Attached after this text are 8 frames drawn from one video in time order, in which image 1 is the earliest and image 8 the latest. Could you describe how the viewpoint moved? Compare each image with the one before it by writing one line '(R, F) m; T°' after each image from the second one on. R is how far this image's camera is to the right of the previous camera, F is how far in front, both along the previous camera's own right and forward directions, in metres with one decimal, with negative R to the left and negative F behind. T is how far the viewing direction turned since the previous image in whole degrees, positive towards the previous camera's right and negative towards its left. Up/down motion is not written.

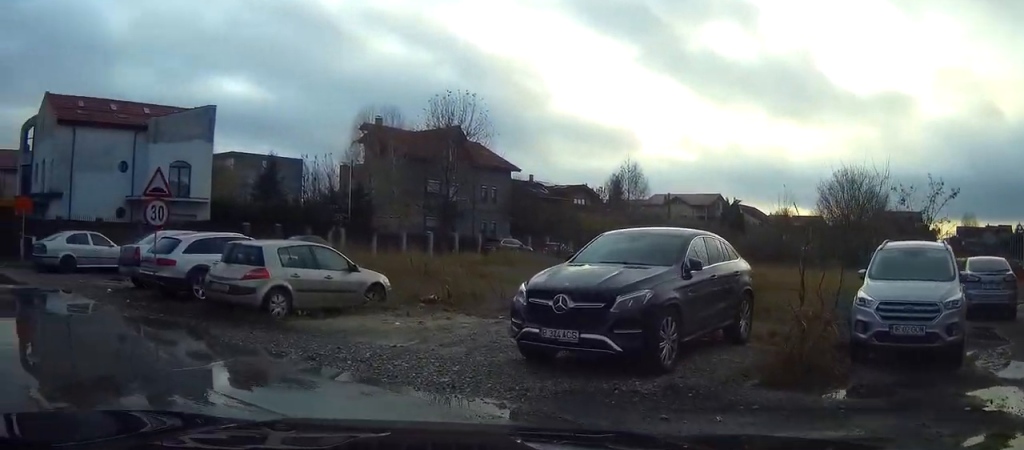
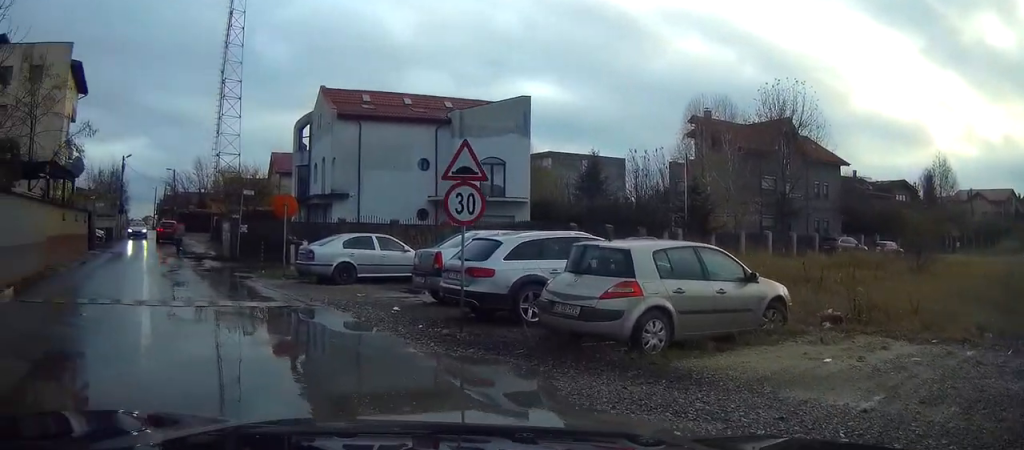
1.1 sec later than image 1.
(-1.2, +4.1) m; -33°
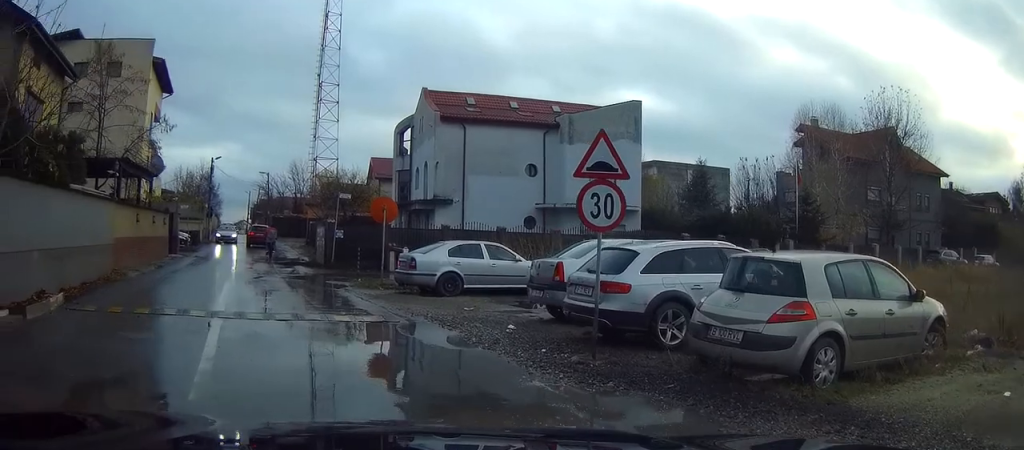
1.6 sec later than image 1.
(-0.2, +1.7) m; -9°
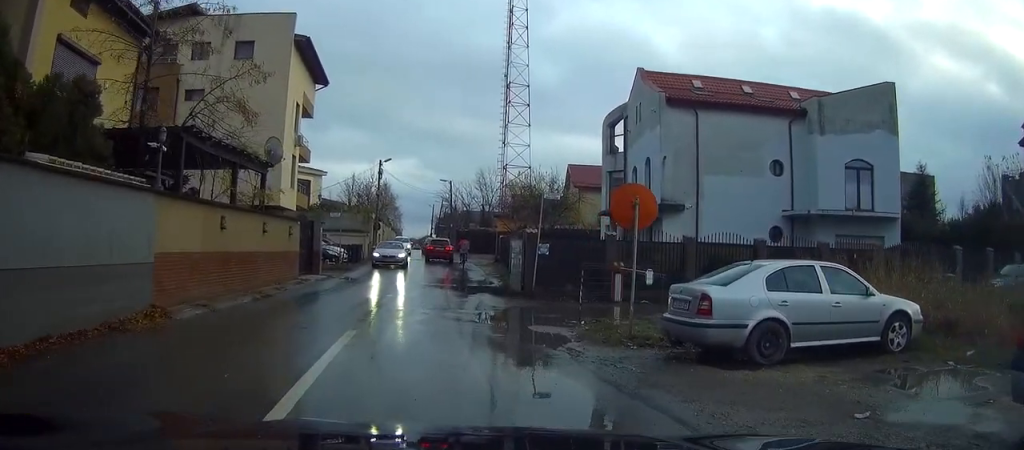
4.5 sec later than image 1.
(-1.8, +9.6) m; -16°
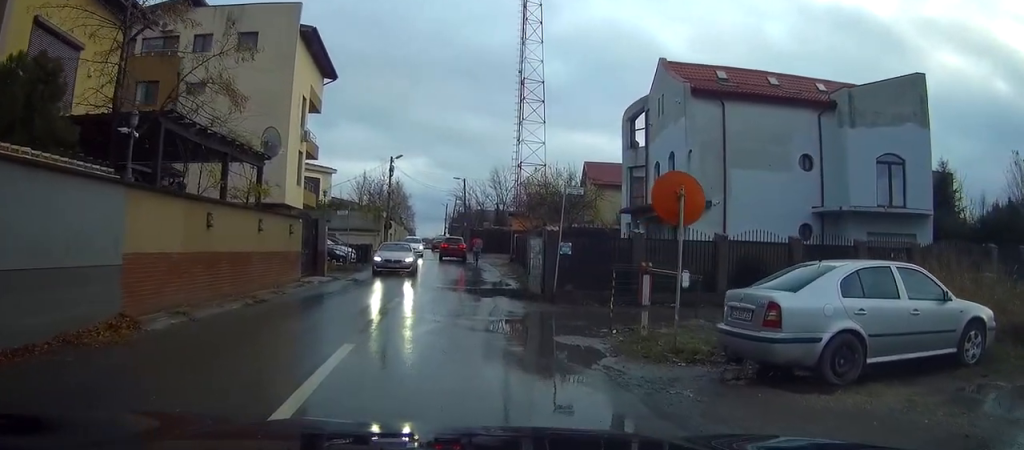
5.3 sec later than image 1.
(-0.1, +2.1) m; +2°
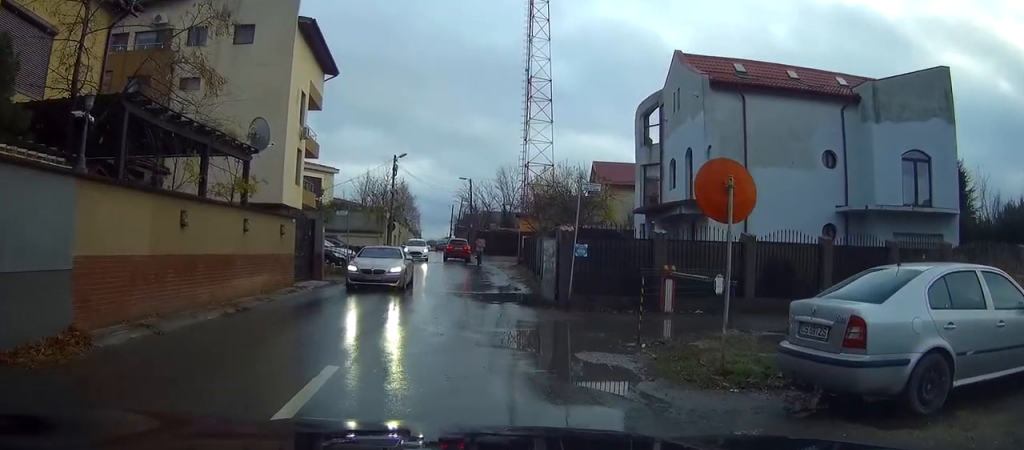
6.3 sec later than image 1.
(+0.2, +1.9) m; +6°
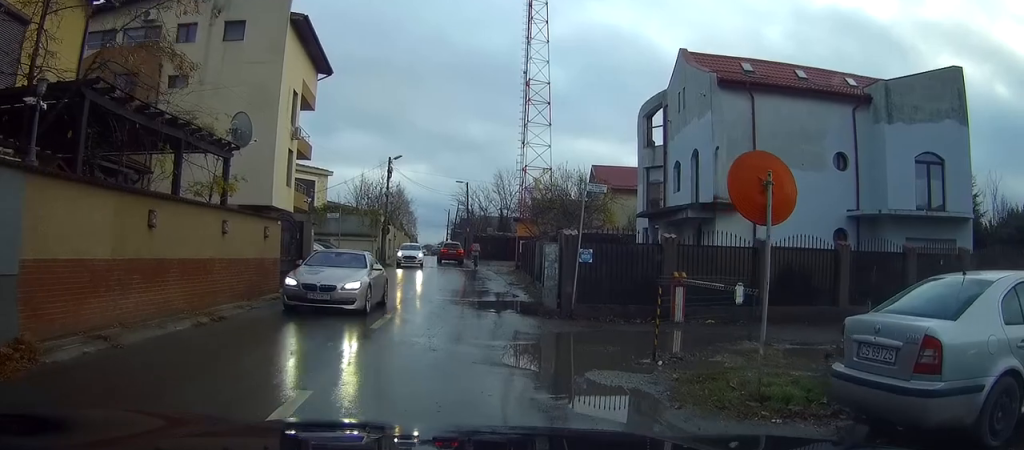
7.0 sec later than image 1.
(0.0, +1.4) m; +3°
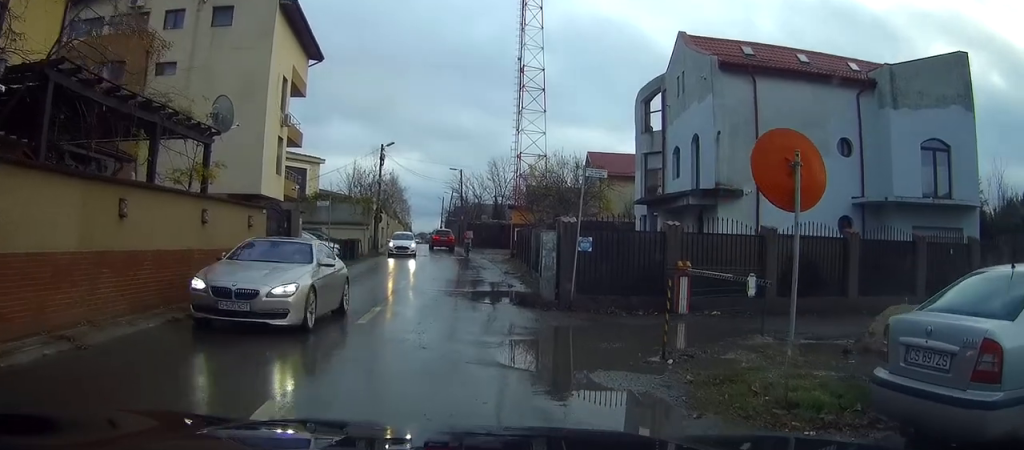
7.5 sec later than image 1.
(0.0, +0.9) m; +1°
